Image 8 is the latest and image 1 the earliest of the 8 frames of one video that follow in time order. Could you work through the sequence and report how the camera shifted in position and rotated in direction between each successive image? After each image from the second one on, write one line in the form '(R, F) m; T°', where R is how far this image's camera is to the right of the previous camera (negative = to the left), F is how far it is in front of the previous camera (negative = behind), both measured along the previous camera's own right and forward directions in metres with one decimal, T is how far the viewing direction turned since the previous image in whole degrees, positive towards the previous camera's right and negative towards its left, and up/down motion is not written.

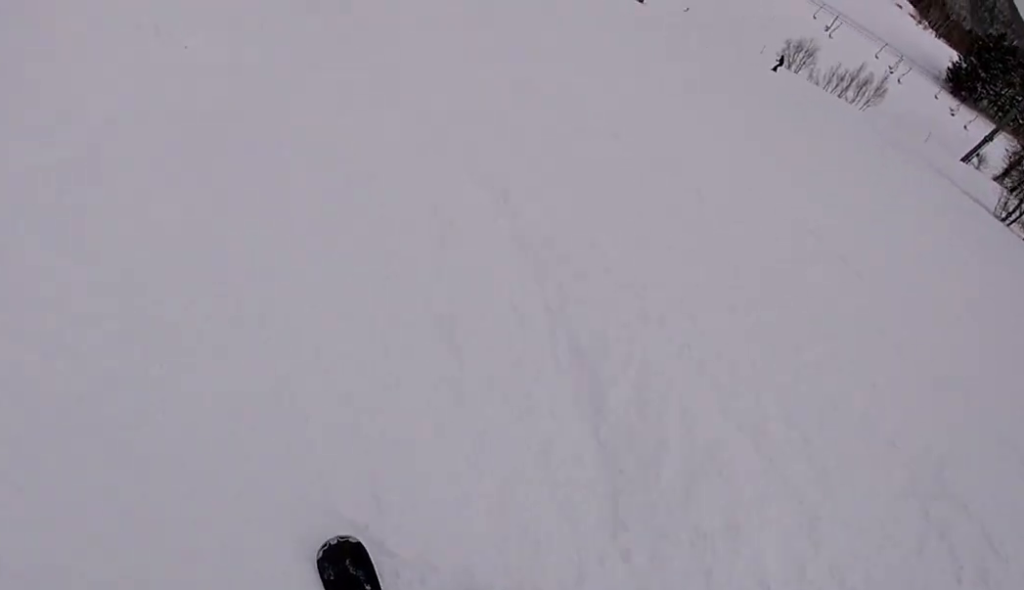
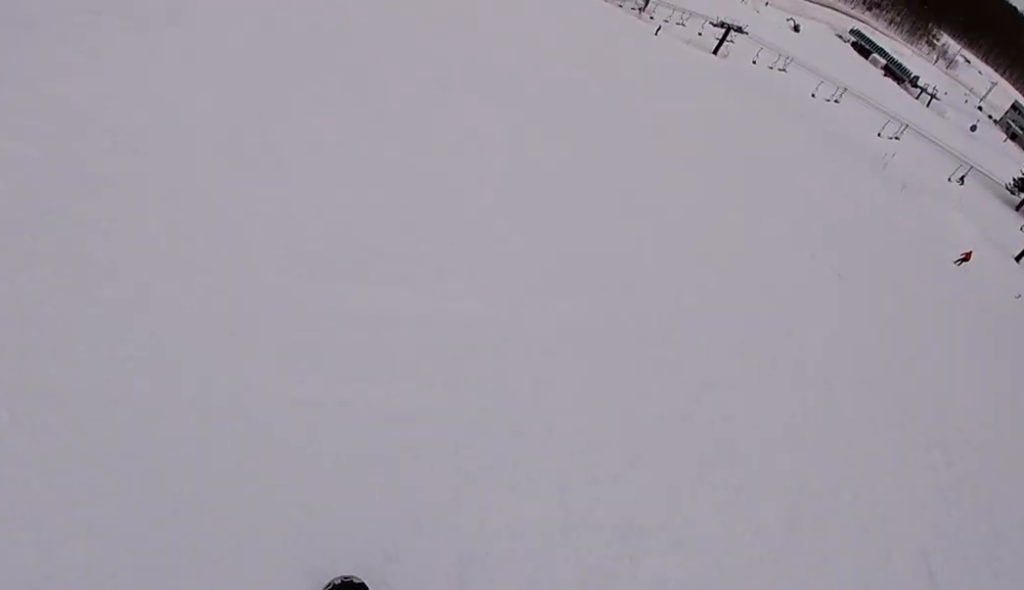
(-1.4, +6.1) m; -13°
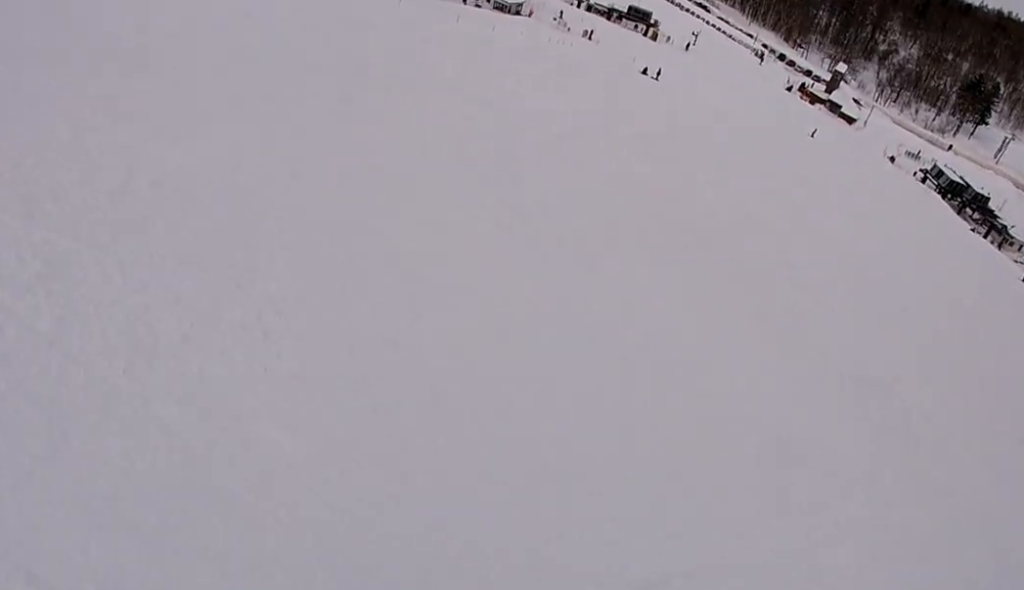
(-1.5, +10.0) m; -16°
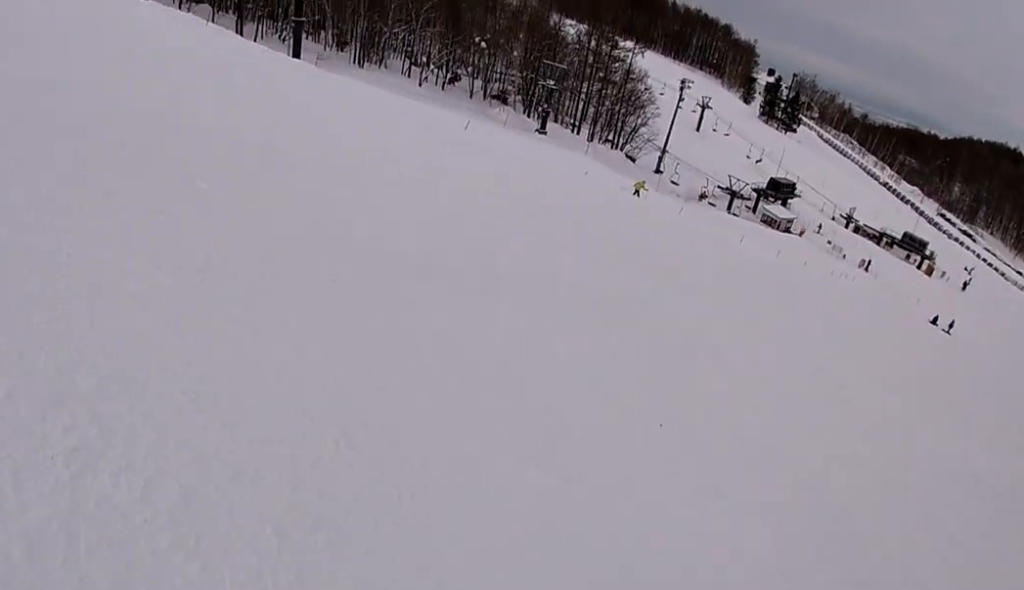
(-1.3, +10.6) m; -8°
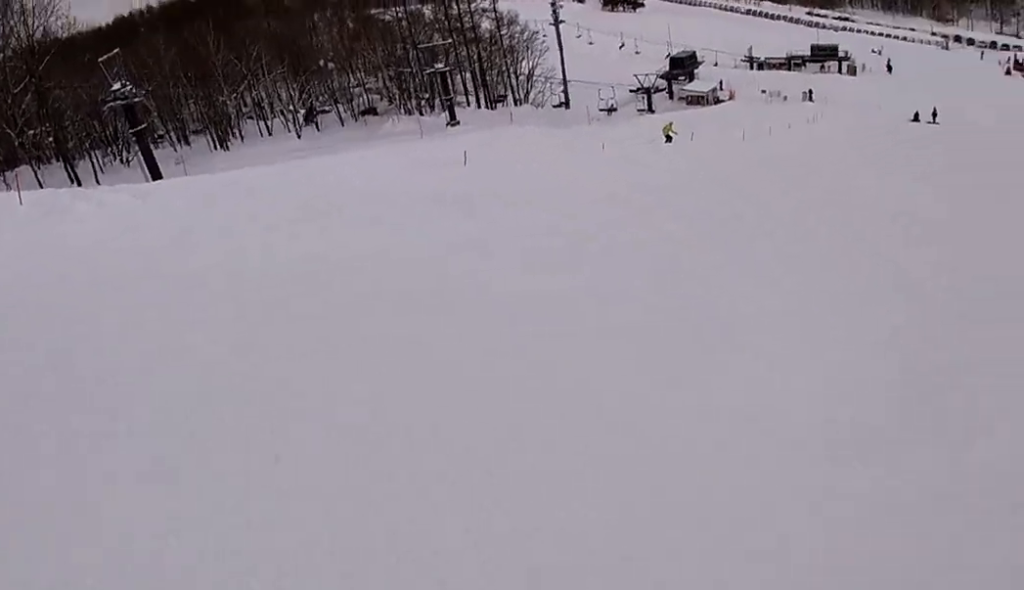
(+0.5, +10.5) m; +34°
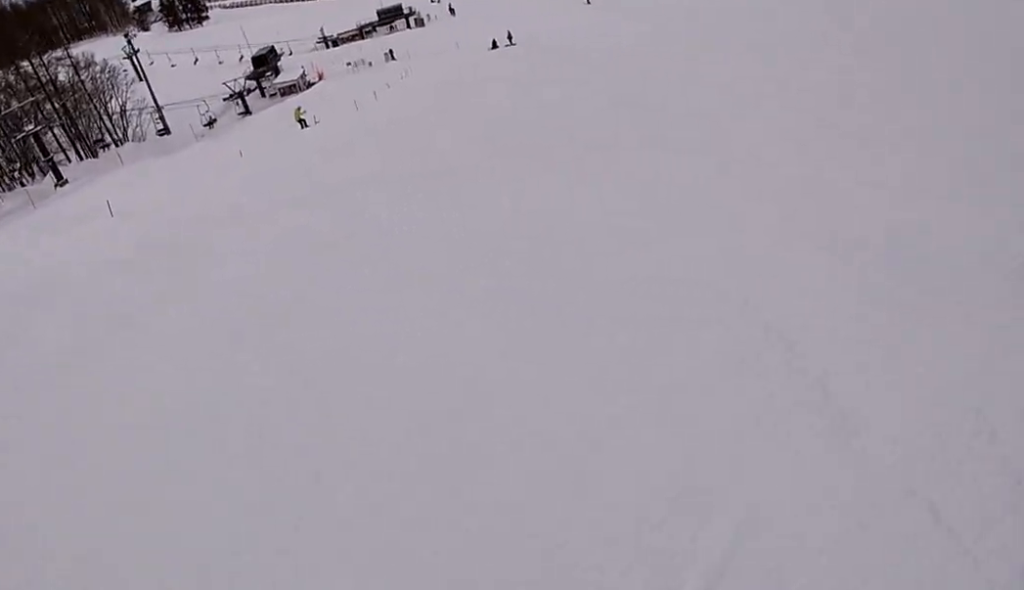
(+1.1, +2.7) m; +19°
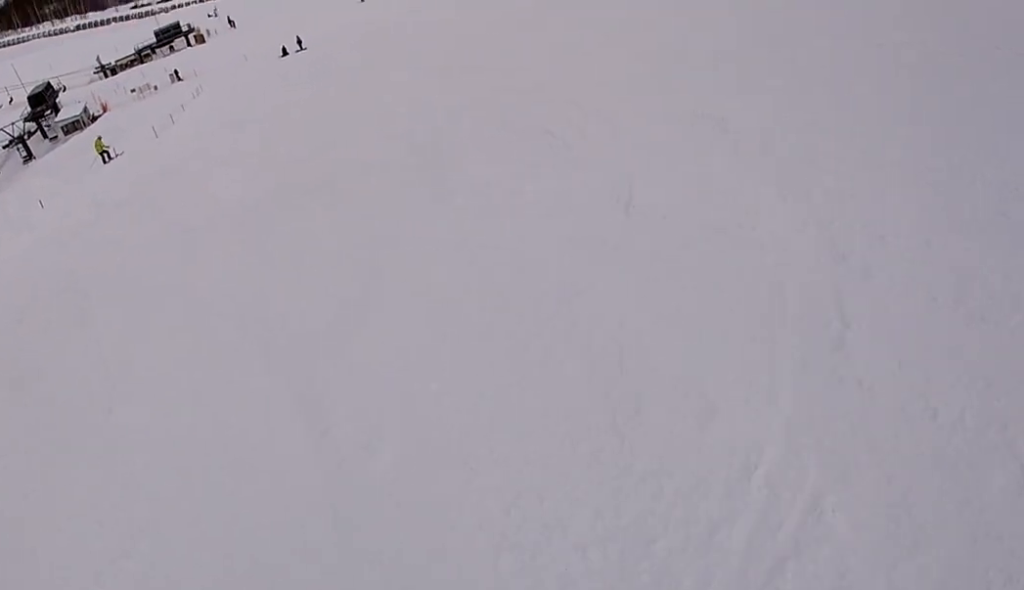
(+0.9, +3.7) m; +21°
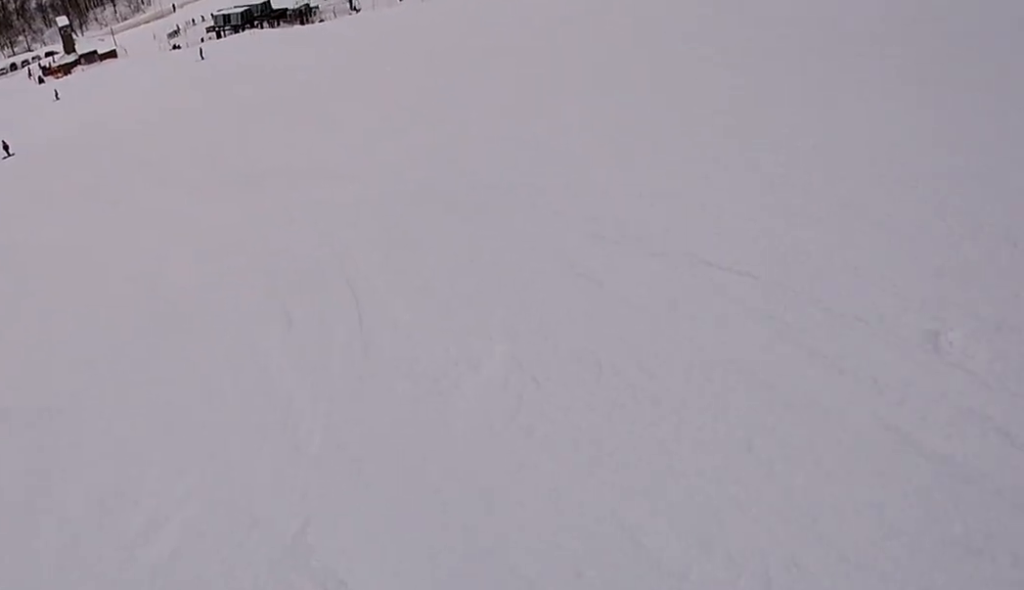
(+0.8, +8.3) m; +3°
